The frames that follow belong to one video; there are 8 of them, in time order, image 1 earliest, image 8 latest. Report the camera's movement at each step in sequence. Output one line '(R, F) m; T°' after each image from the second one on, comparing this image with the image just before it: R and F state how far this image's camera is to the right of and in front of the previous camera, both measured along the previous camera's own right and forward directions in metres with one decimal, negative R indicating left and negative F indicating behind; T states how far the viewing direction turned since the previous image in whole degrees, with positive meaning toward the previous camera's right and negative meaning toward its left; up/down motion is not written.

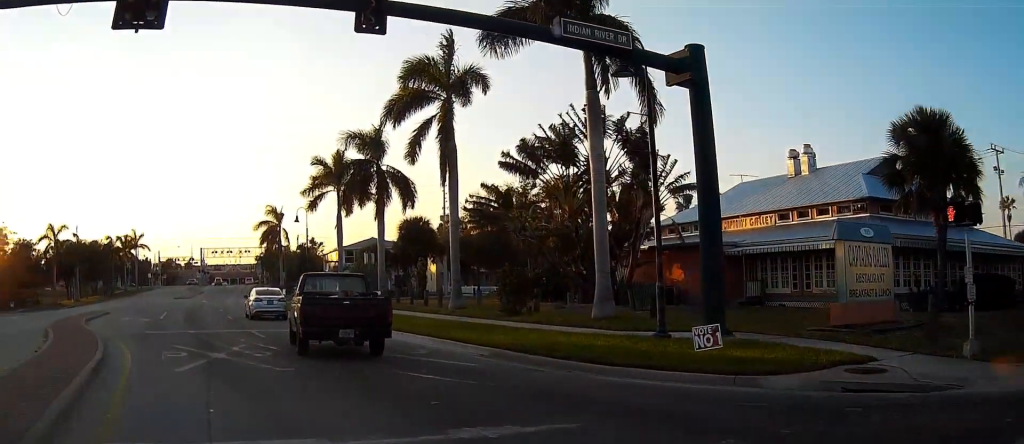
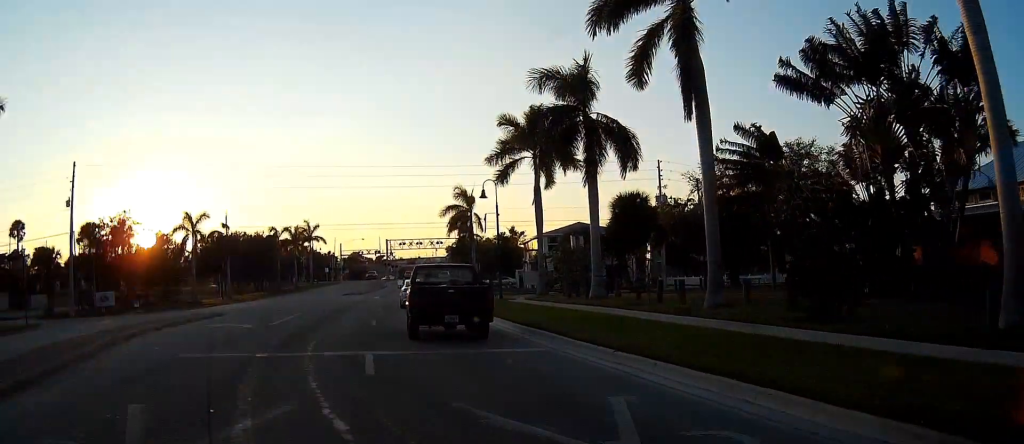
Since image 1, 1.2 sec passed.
(-1.9, +10.8) m; -17°
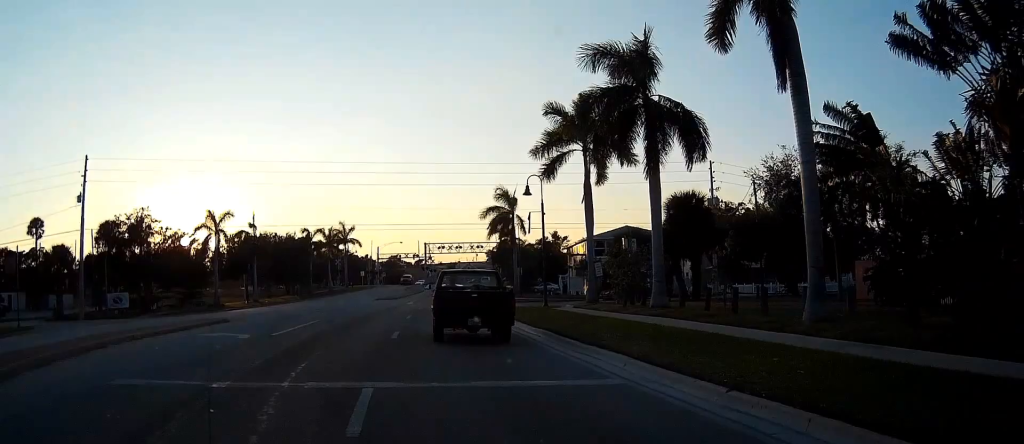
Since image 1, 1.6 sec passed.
(-0.3, +4.3) m; -3°
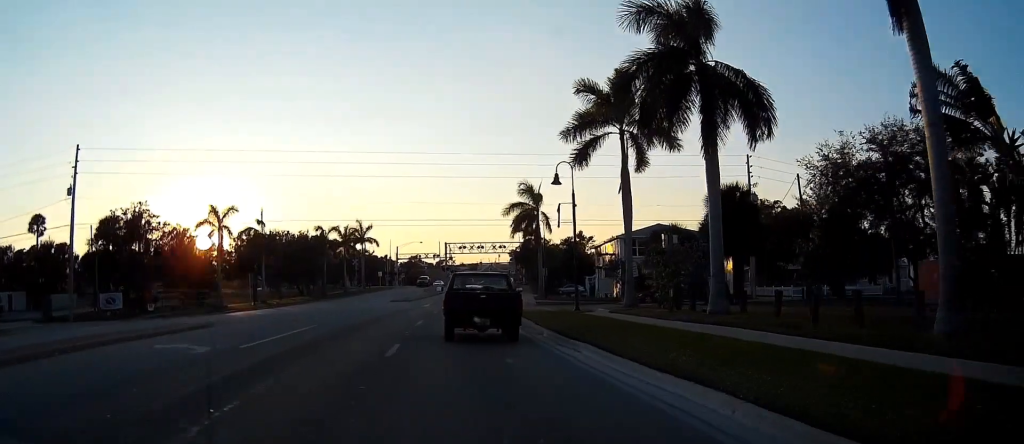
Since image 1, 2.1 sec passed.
(-0.1, +4.7) m; -3°
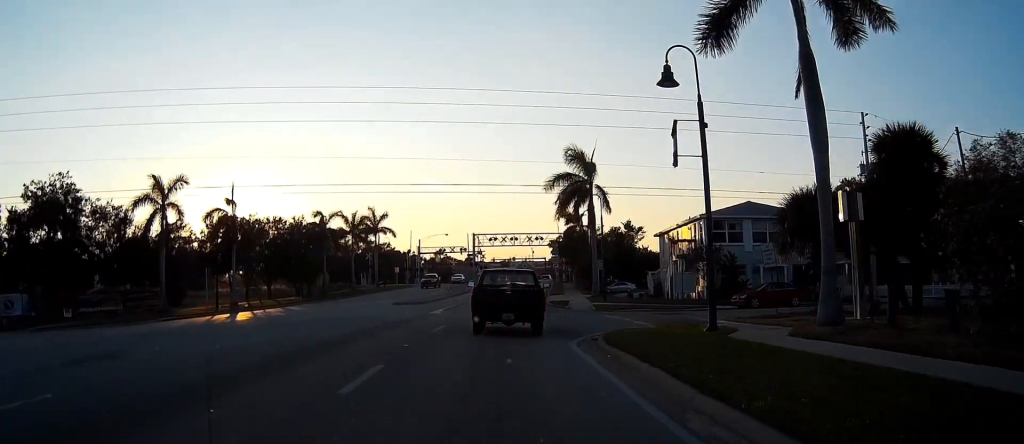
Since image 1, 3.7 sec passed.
(-1.1, +17.6) m; -4°
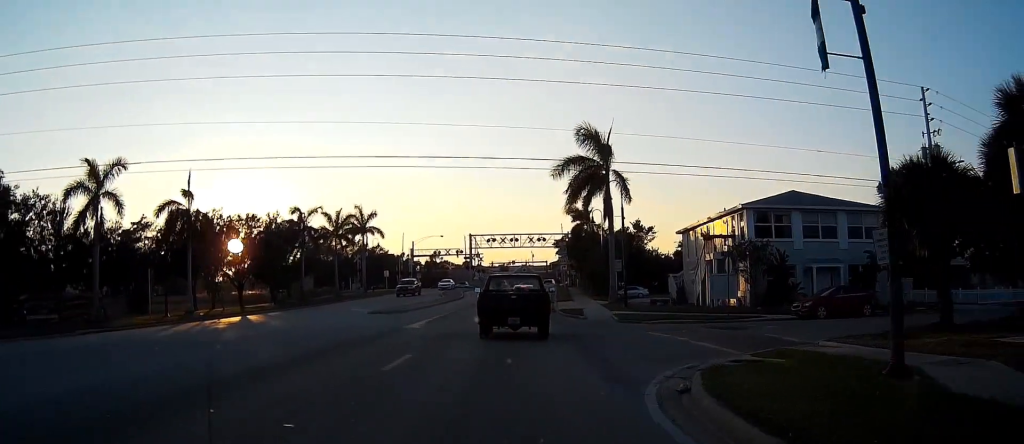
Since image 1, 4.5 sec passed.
(0.0, +8.6) m; 0°
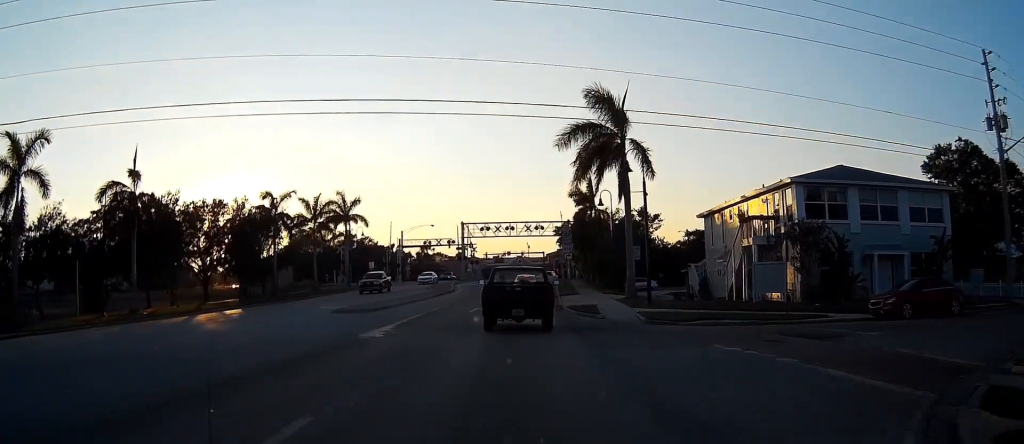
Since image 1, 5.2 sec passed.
(-0.1, +7.6) m; 0°
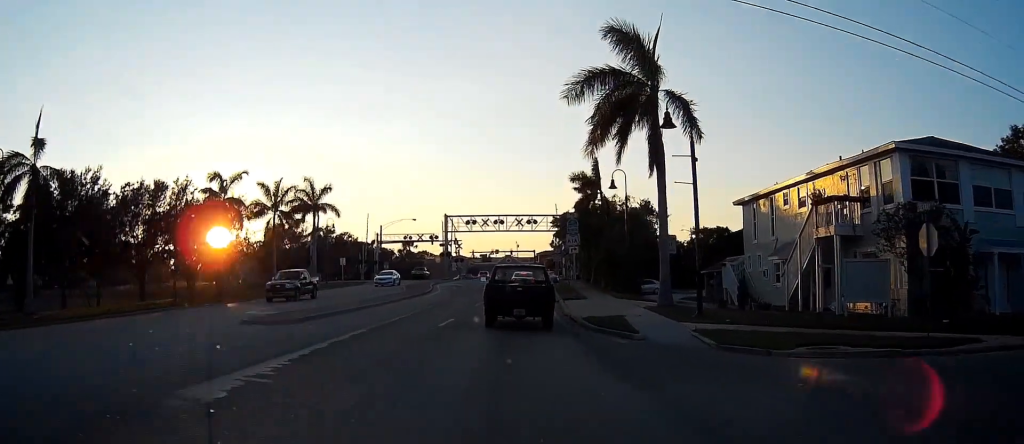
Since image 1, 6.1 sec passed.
(+0.1, +10.3) m; +1°
